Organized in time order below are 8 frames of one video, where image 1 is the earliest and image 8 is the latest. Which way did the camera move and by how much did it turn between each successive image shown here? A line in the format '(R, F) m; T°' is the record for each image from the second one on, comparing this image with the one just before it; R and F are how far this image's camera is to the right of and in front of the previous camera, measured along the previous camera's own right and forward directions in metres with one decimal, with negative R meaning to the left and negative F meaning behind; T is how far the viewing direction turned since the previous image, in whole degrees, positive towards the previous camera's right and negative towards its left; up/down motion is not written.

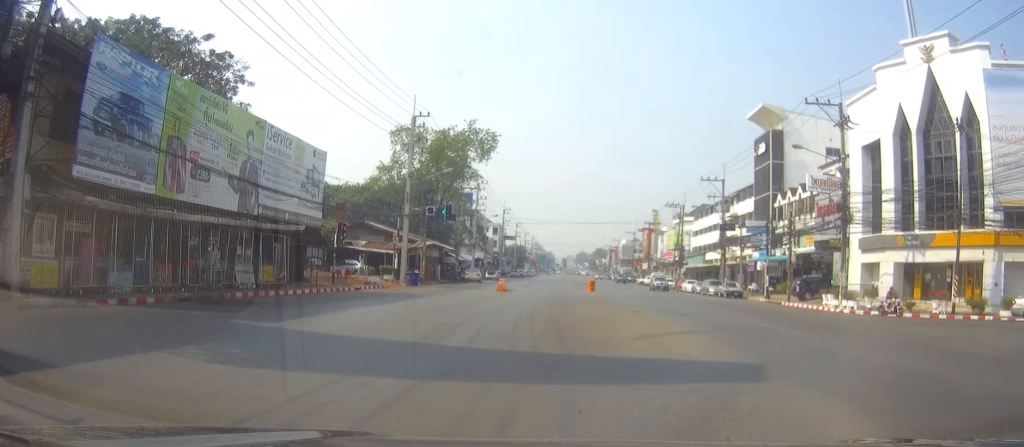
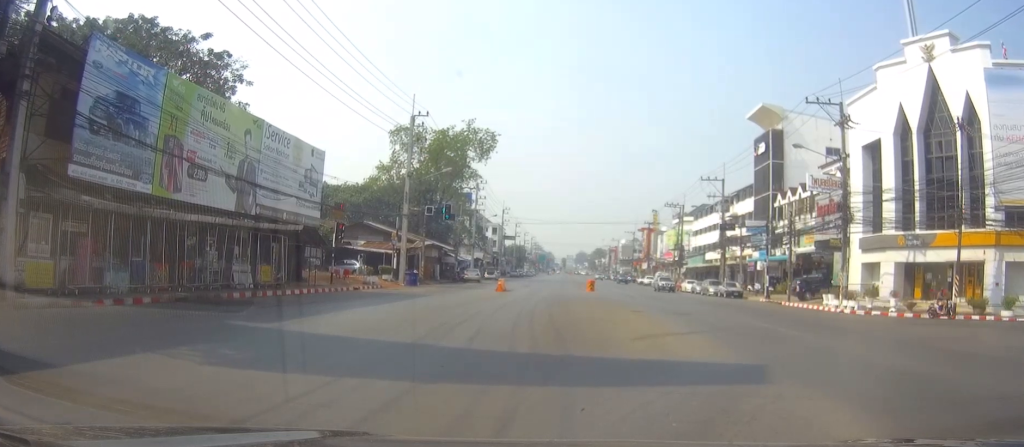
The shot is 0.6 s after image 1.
(0.0, 0.0) m; 0°
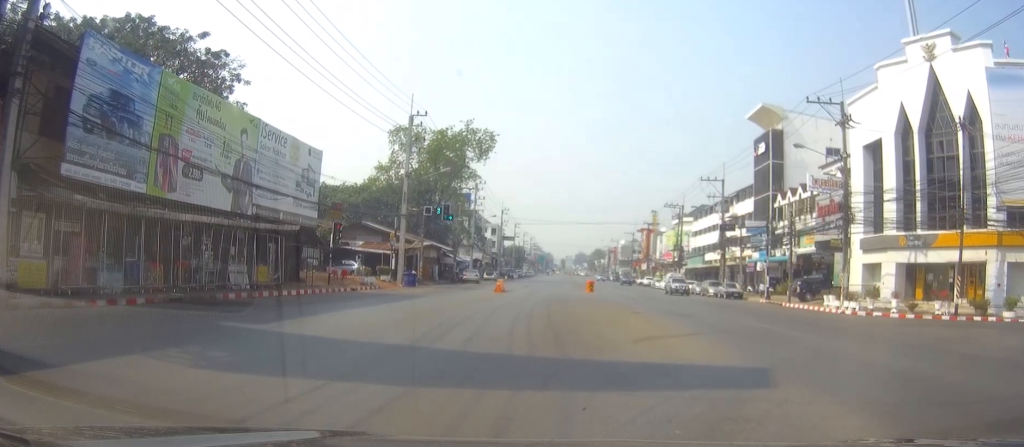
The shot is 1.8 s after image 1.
(0.0, 0.0) m; 0°
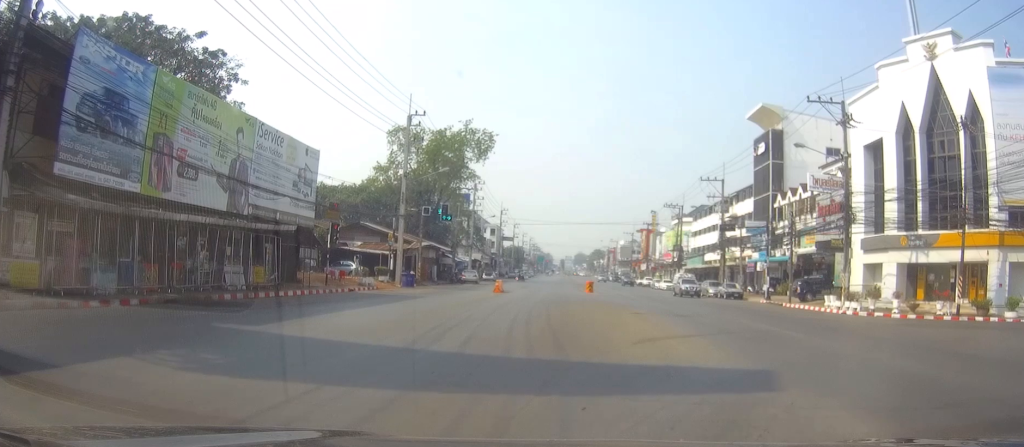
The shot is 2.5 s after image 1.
(0.0, 0.0) m; 0°
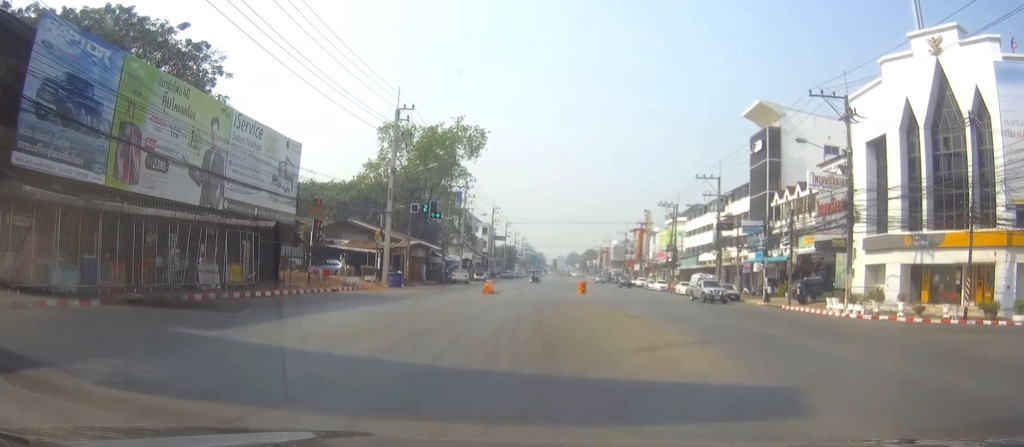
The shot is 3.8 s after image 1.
(0.0, 0.0) m; 0°
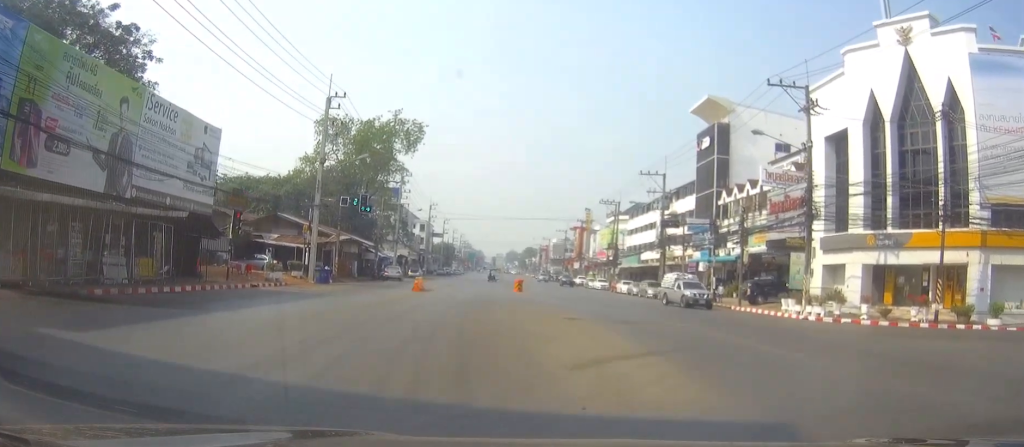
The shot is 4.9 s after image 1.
(-0.2, +1.5) m; 0°
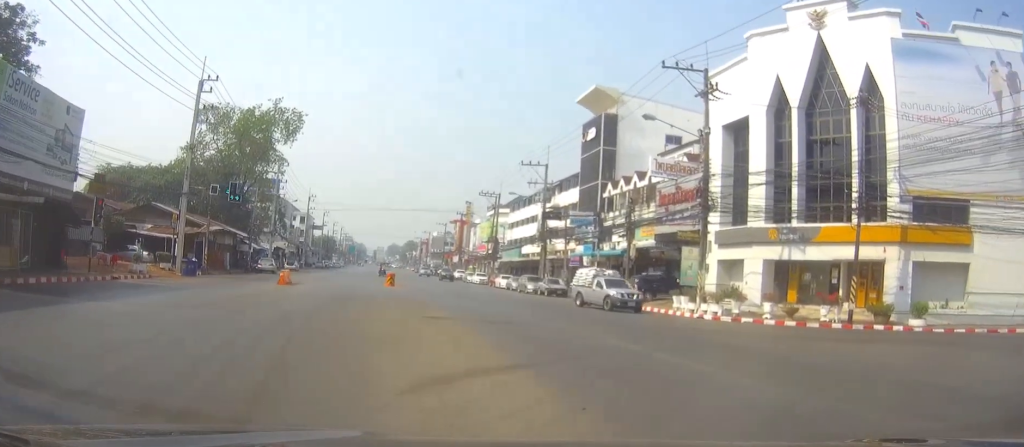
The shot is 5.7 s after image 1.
(+0.1, +2.8) m; +7°
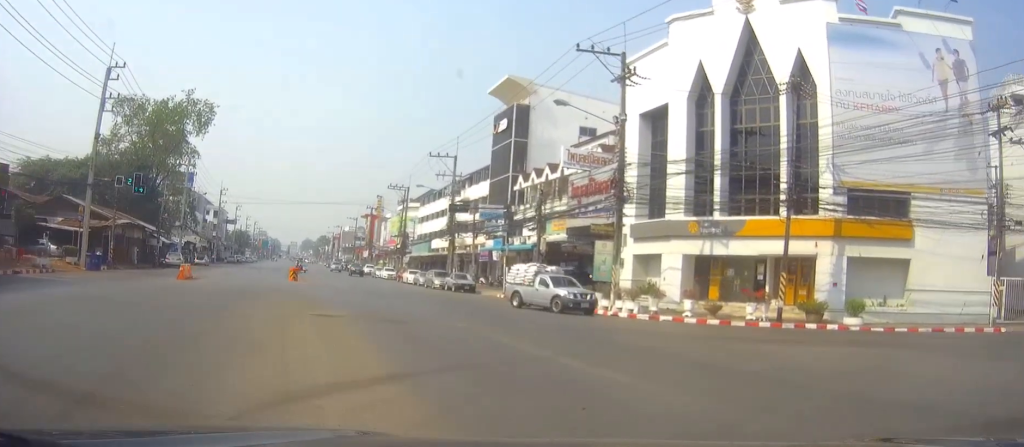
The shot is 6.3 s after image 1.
(+0.1, +2.2) m; +6°
